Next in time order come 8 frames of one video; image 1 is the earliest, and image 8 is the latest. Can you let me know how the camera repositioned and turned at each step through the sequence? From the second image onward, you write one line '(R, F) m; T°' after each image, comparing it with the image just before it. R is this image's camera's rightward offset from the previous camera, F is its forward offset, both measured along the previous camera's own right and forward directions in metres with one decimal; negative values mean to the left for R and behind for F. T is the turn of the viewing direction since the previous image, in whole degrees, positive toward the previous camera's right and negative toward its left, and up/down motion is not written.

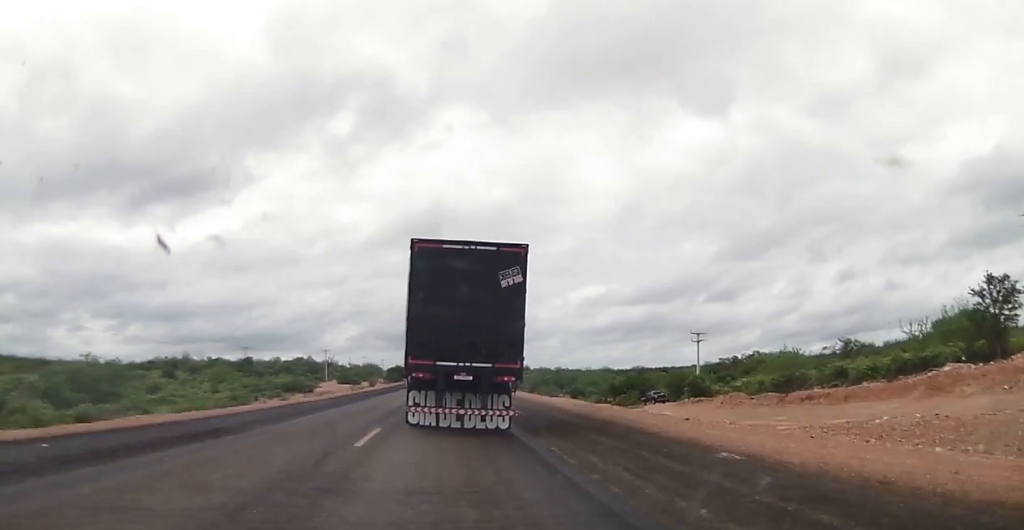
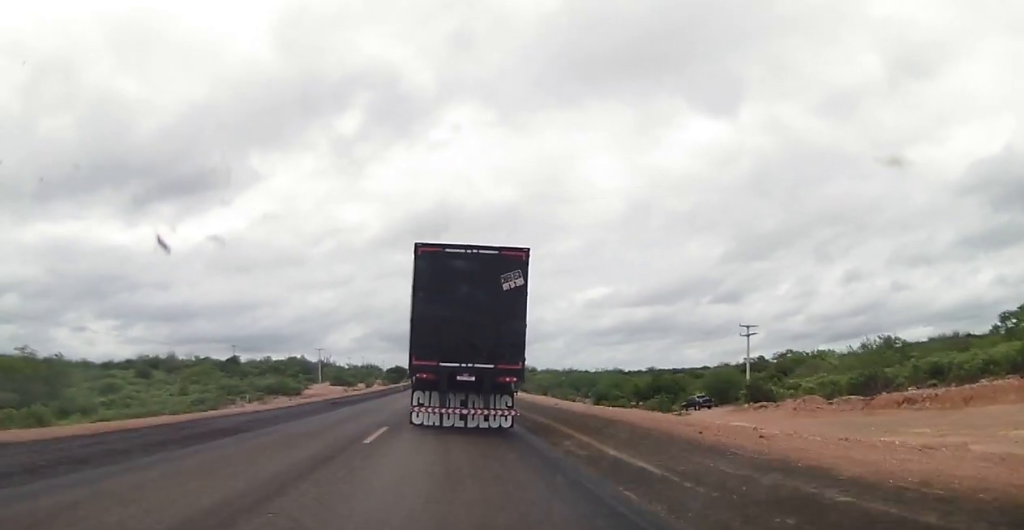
(0.0, +15.8) m; 0°
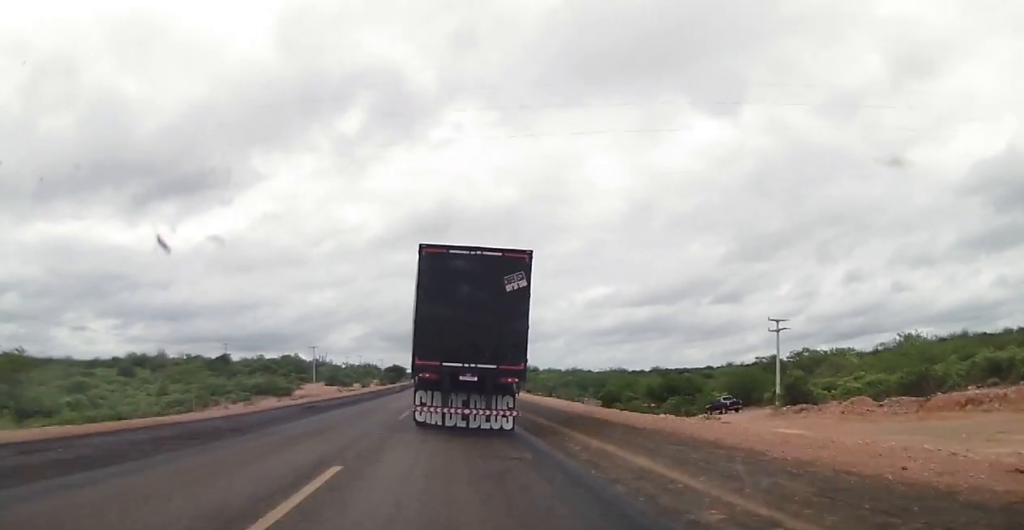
(0.0, +8.0) m; 0°
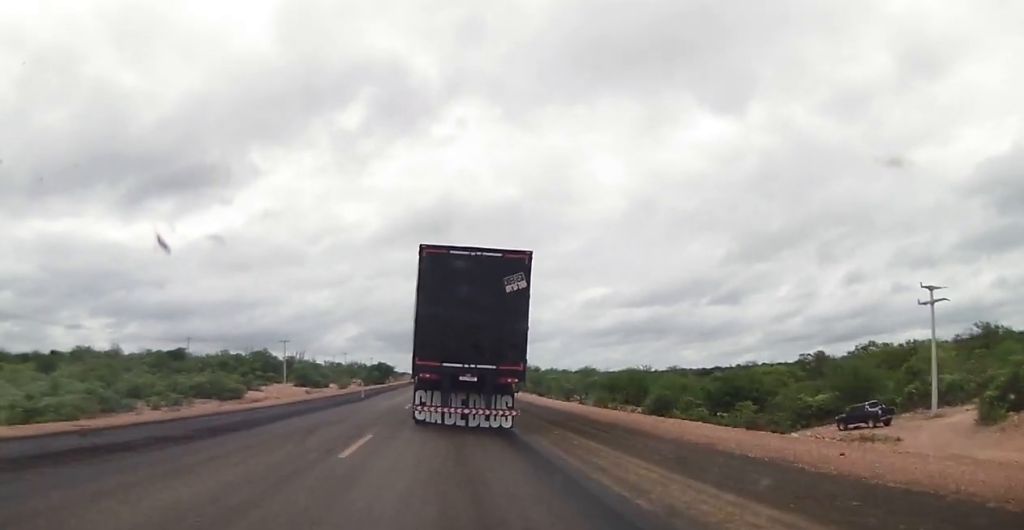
(+0.4, +27.7) m; +2°
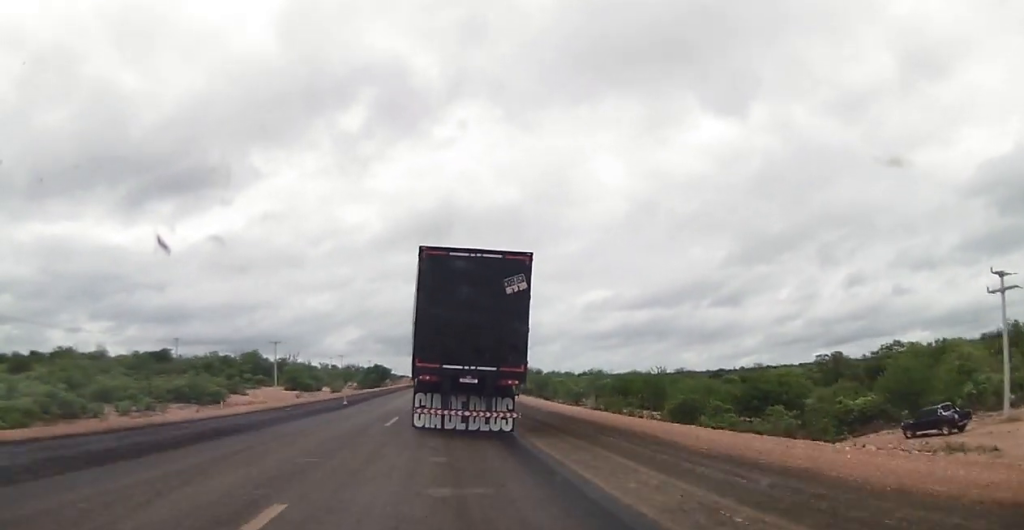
(+0.3, +8.0) m; 0°
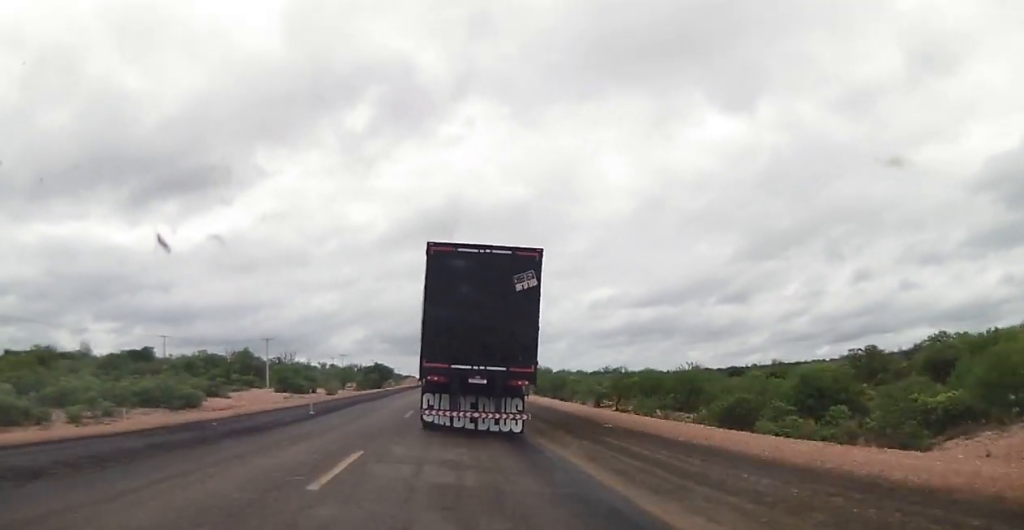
(-0.3, +11.4) m; -1°
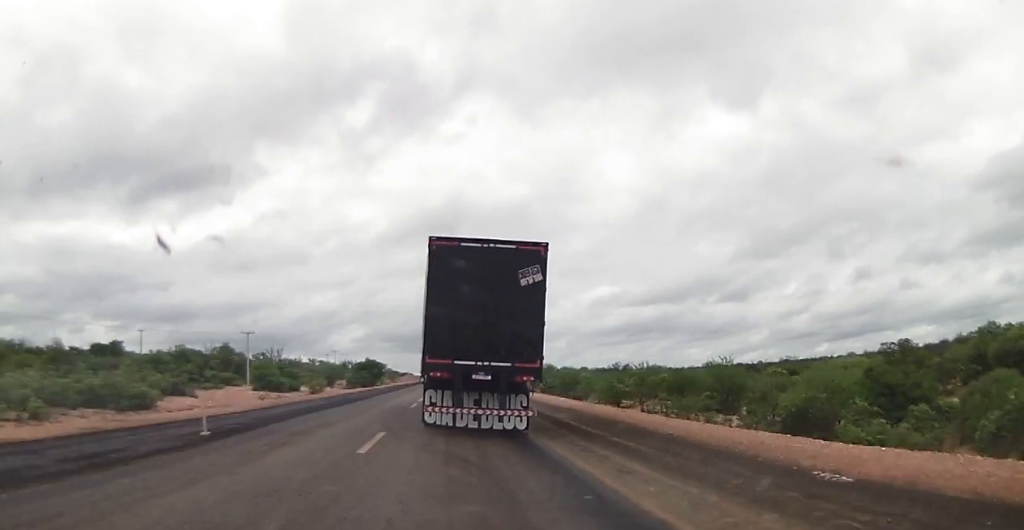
(-0.2, +12.6) m; -1°
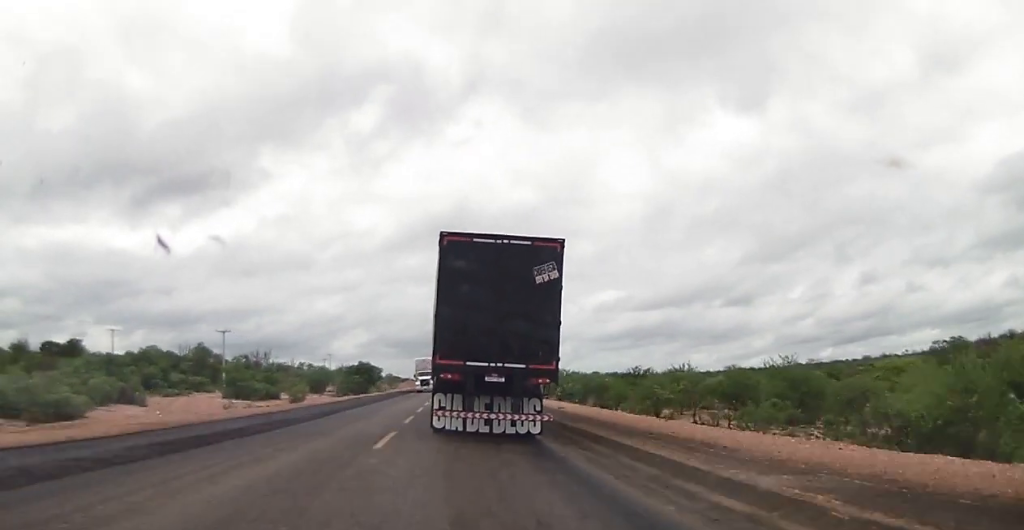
(0.0, +15.4) m; +1°
